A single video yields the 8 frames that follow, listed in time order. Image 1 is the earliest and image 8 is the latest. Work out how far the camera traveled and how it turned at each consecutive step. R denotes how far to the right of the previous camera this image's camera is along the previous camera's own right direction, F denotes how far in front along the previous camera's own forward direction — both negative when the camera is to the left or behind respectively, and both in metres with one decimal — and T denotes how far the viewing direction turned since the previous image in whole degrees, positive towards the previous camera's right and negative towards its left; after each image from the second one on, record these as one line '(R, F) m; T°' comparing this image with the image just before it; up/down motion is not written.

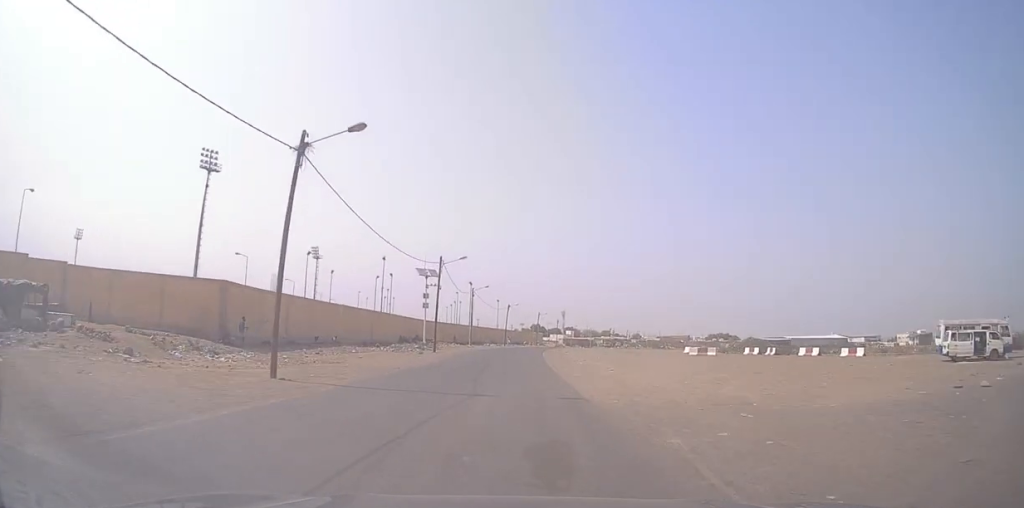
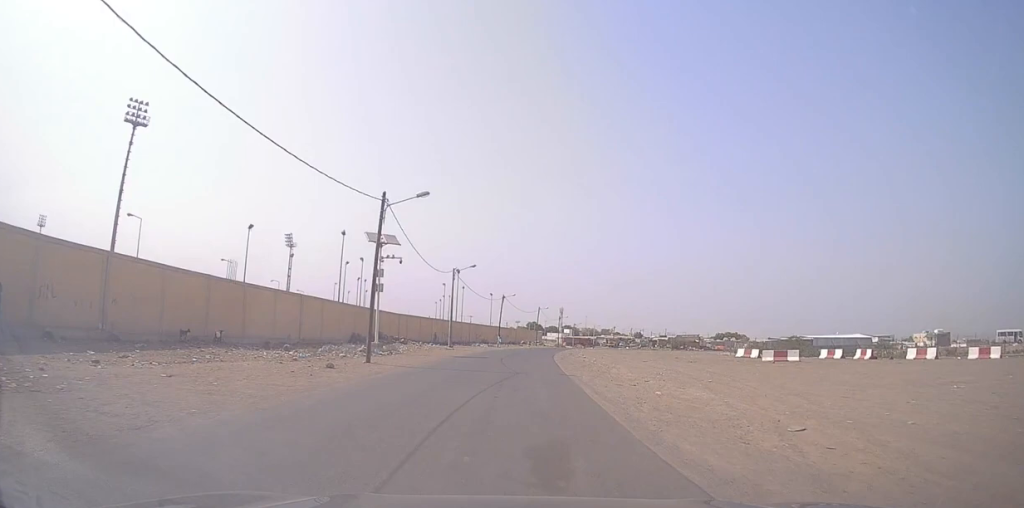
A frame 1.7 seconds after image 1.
(-0.4, +21.1) m; -1°
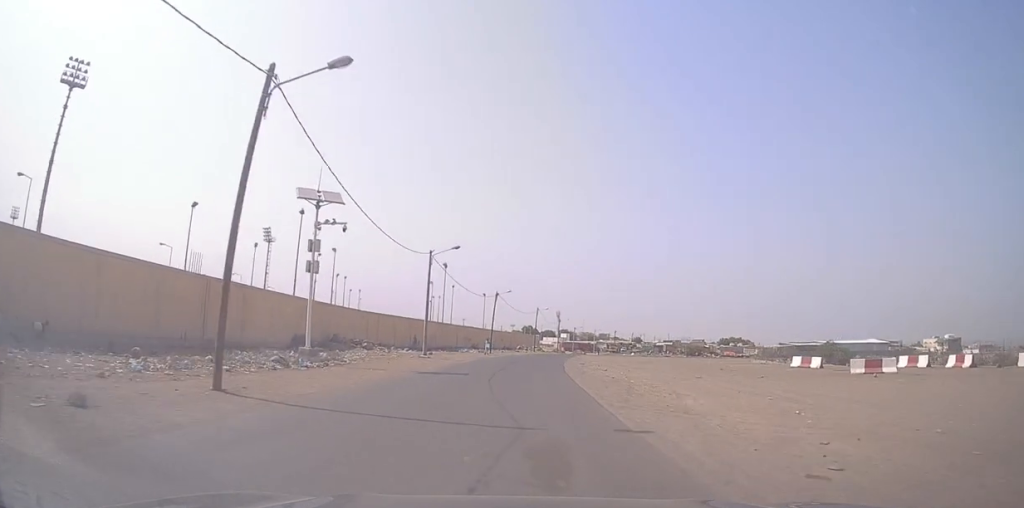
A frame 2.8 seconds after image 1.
(+0.2, +13.7) m; +3°
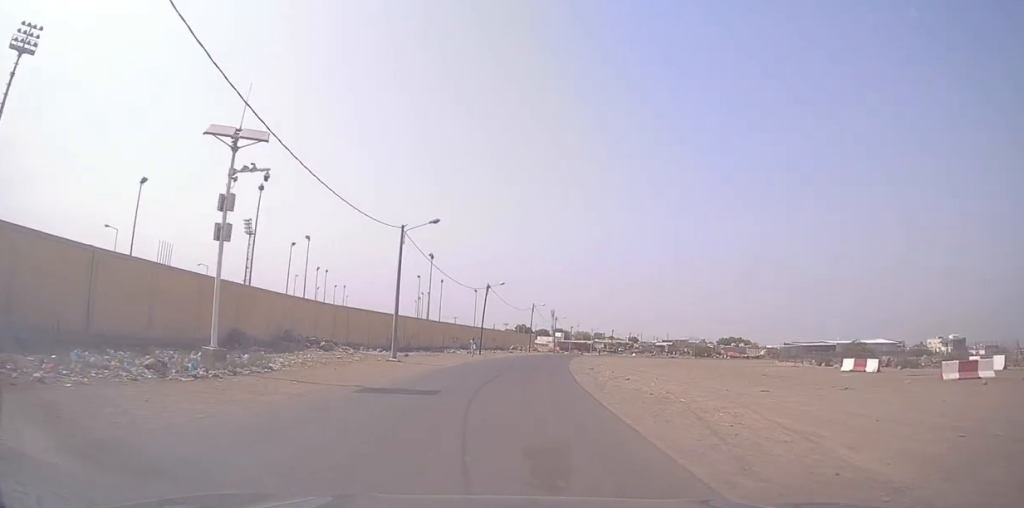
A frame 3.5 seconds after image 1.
(+0.2, +9.1) m; +1°
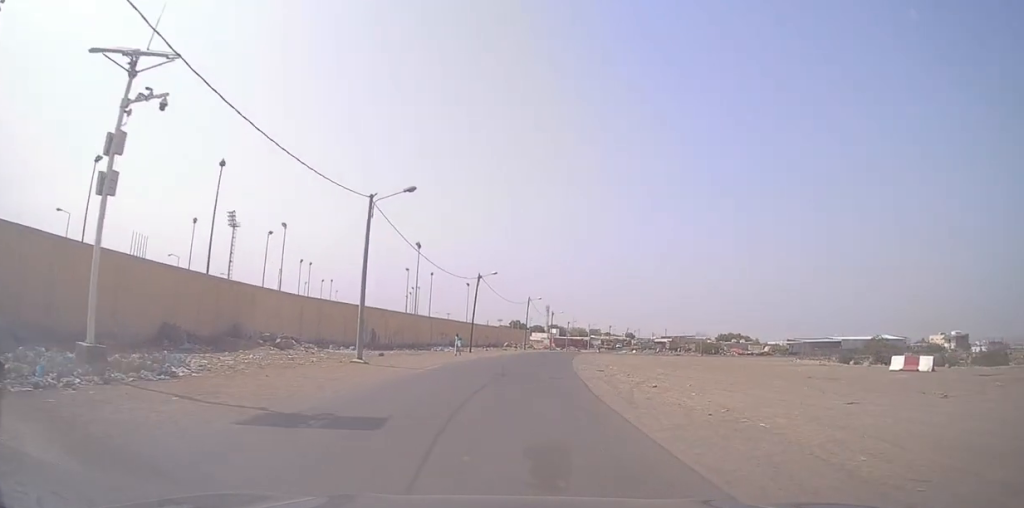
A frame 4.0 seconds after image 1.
(+0.1, +6.6) m; -1°
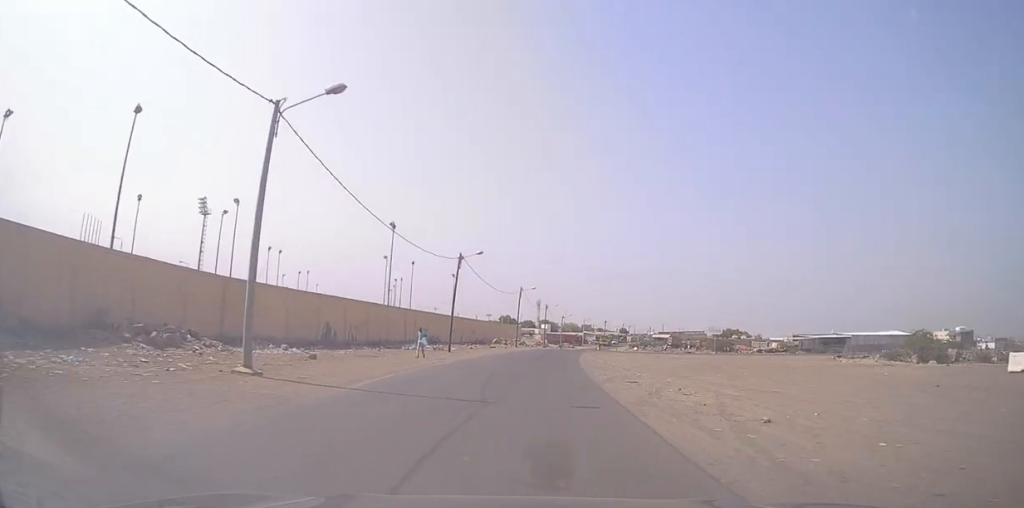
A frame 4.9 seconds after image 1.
(-0.2, +11.0) m; +1°
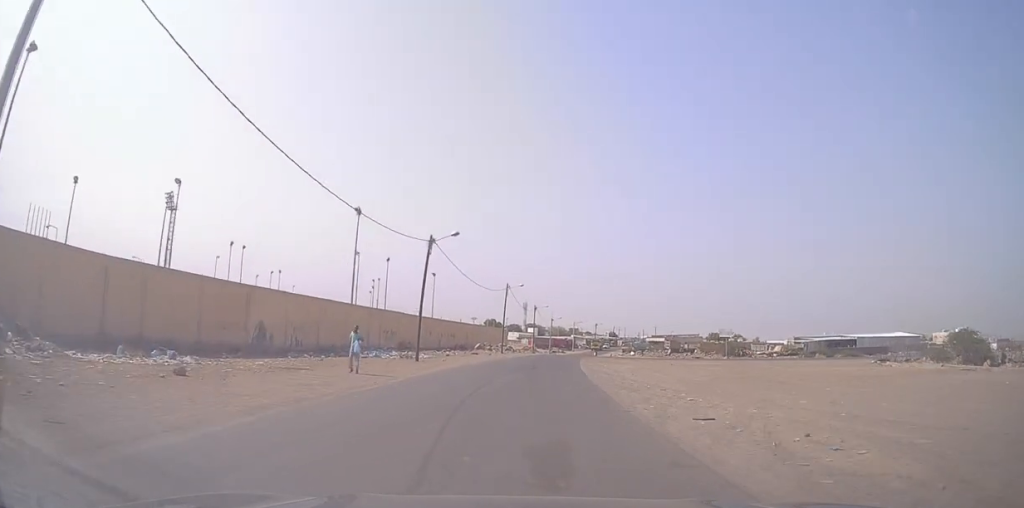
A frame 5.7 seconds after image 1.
(+0.3, +9.8) m; 0°
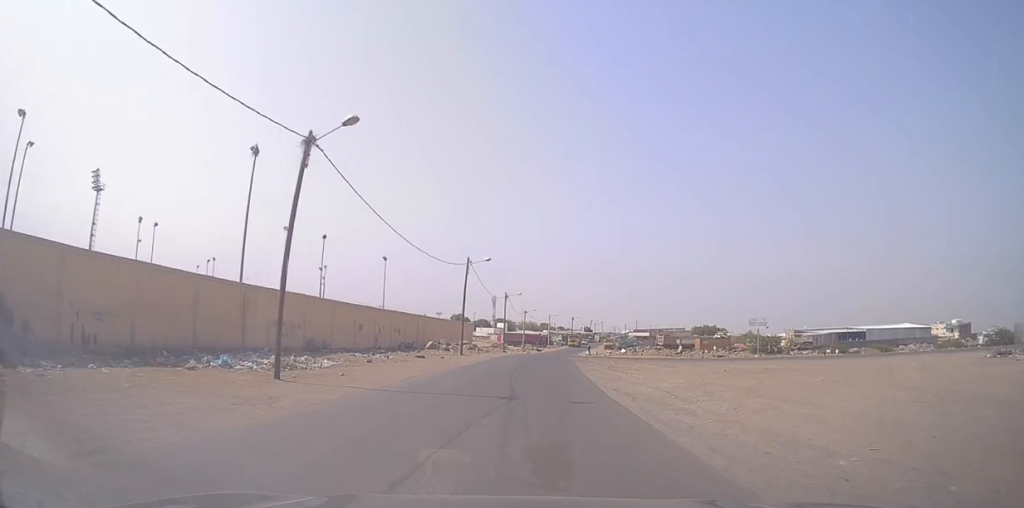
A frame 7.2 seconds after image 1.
(-0.3, +18.4) m; 0°
